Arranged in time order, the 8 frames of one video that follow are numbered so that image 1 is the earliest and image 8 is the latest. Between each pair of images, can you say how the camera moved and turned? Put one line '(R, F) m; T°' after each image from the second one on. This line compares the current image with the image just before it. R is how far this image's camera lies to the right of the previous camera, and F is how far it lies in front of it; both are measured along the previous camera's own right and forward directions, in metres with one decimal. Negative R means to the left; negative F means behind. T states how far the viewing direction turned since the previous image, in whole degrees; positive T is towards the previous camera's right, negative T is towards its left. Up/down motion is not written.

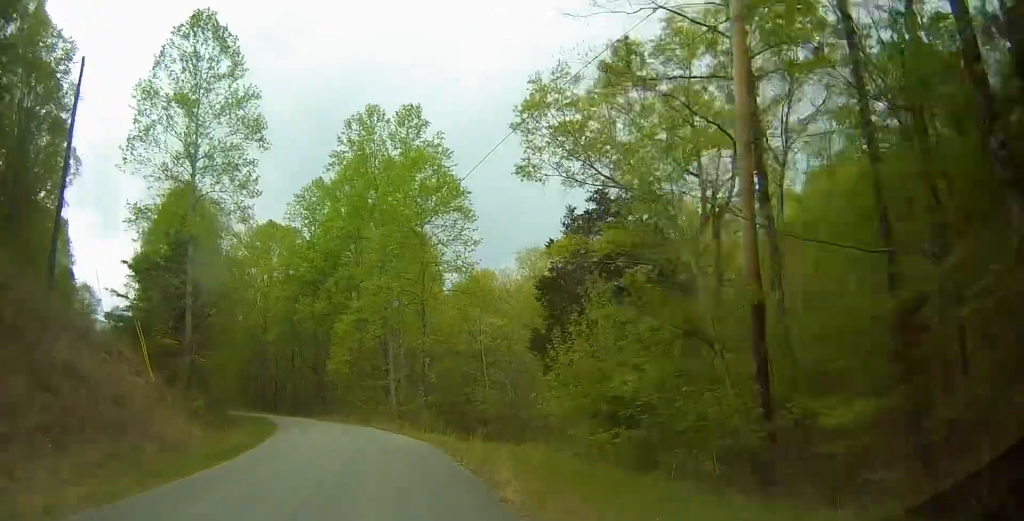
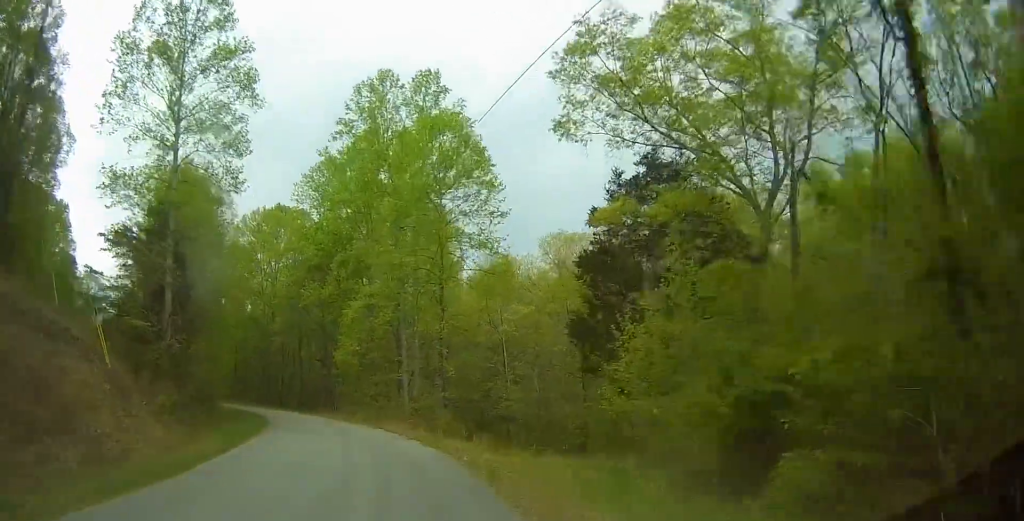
(0.0, +5.2) m; -1°
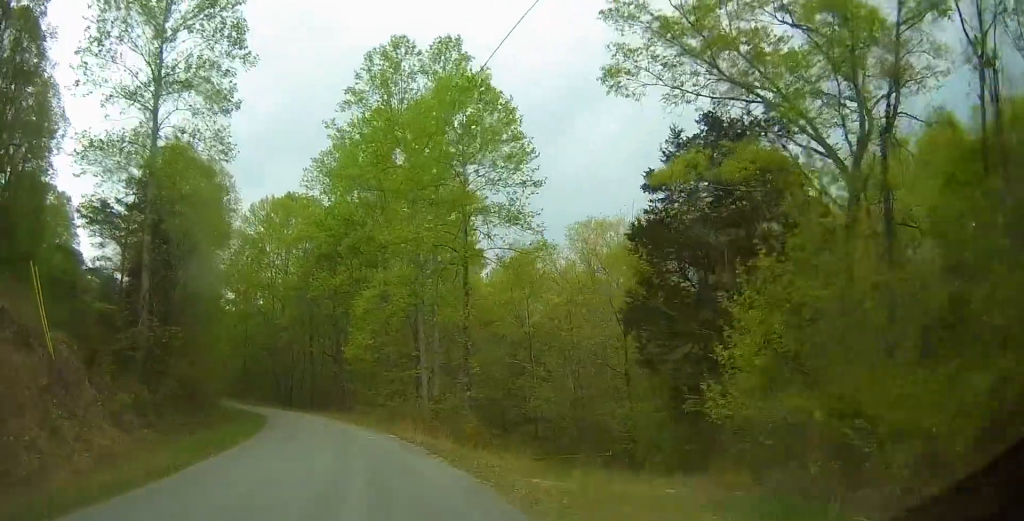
(0.0, +4.9) m; -1°
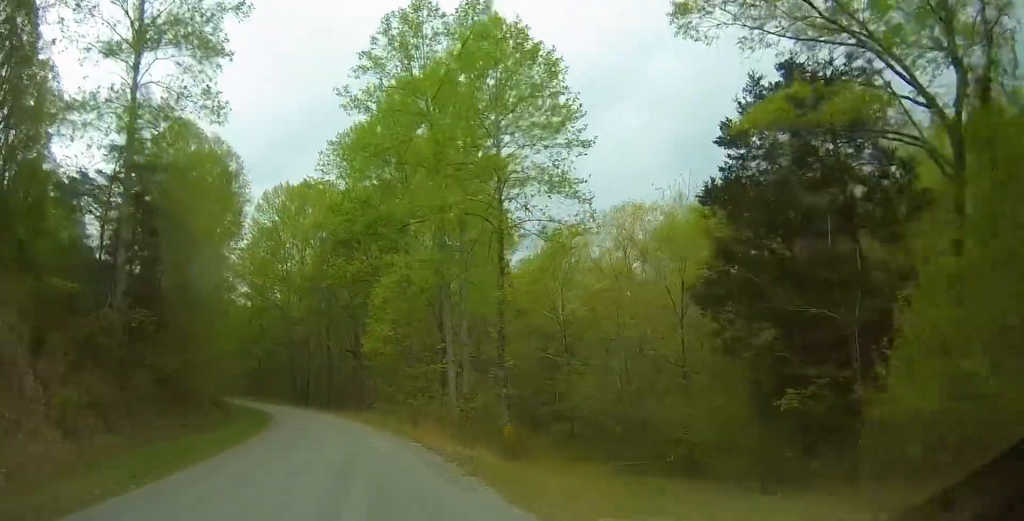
(-0.1, +4.3) m; -3°
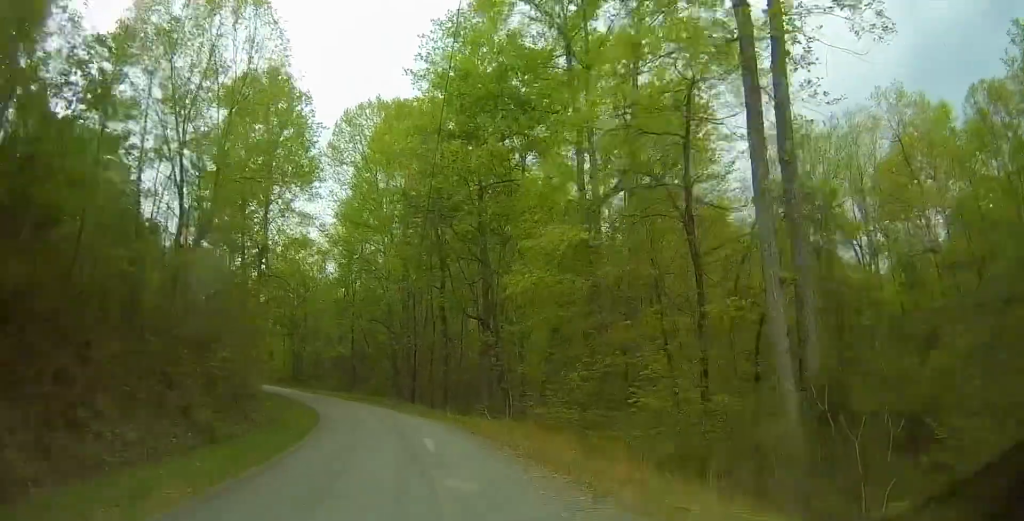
(-2.7, +22.1) m; -9°
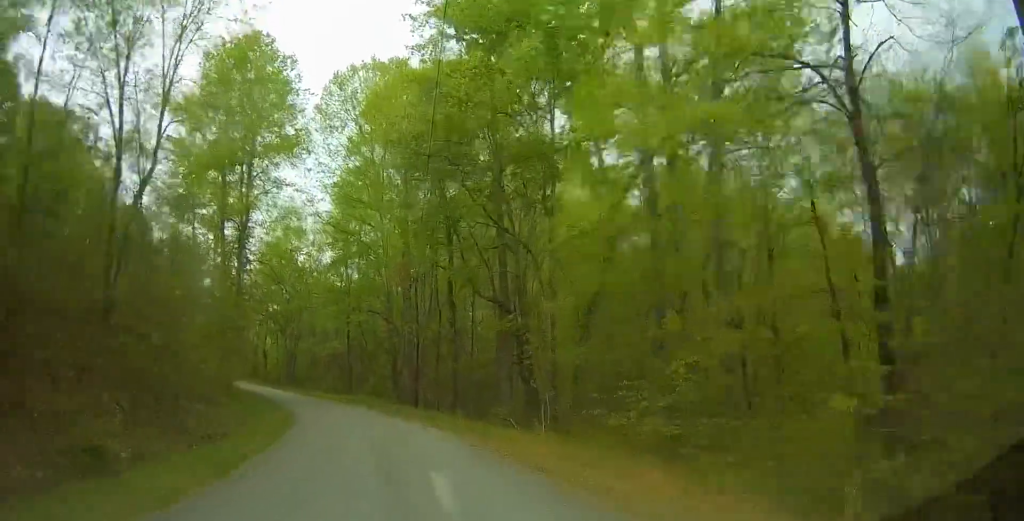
(0.0, +7.5) m; 0°
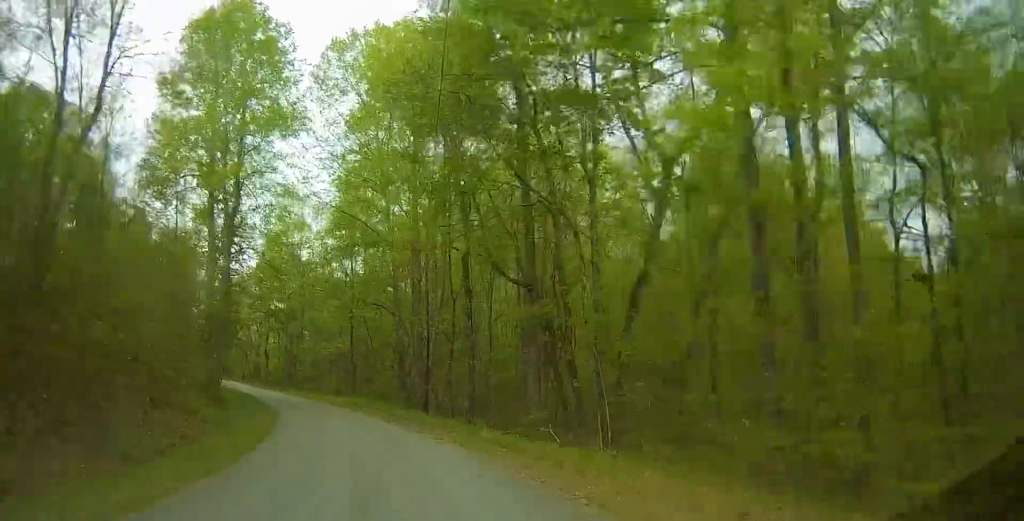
(0.0, +5.5) m; 0°
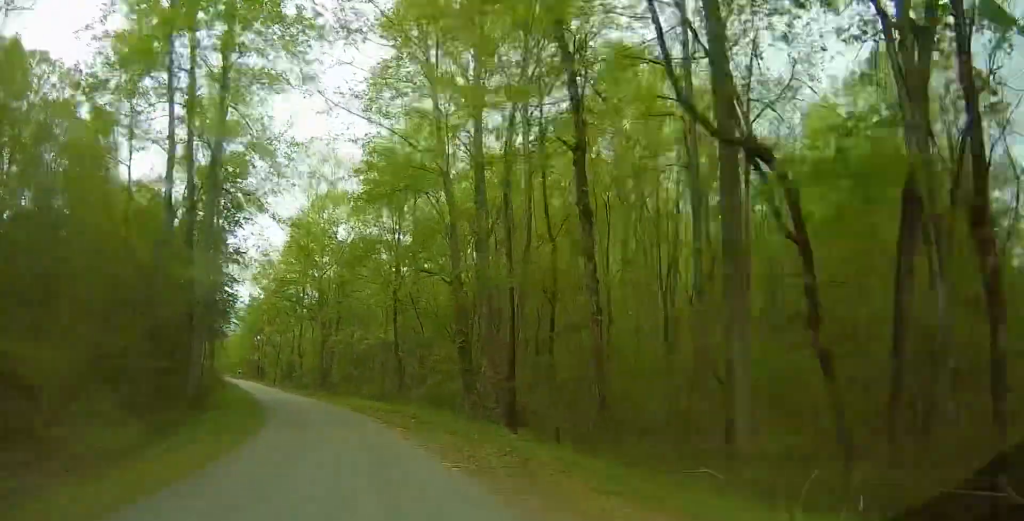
(0.0, +14.0) m; 0°
